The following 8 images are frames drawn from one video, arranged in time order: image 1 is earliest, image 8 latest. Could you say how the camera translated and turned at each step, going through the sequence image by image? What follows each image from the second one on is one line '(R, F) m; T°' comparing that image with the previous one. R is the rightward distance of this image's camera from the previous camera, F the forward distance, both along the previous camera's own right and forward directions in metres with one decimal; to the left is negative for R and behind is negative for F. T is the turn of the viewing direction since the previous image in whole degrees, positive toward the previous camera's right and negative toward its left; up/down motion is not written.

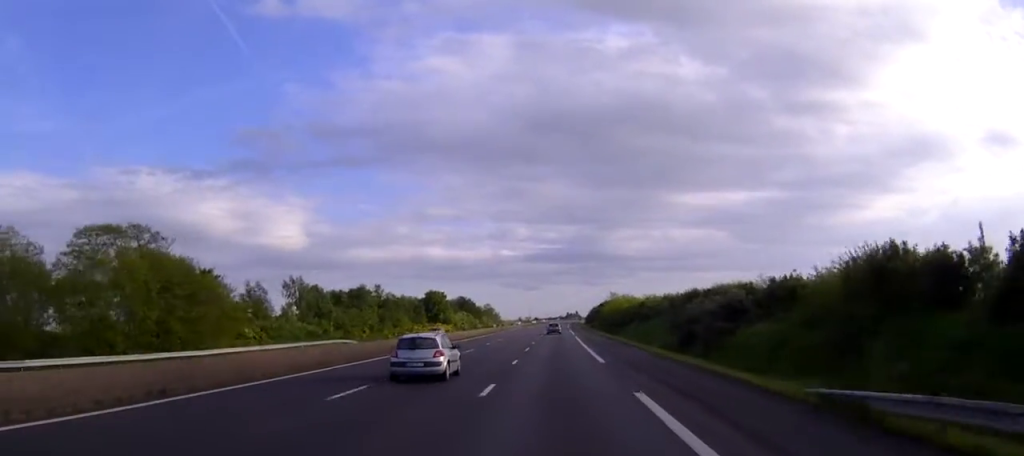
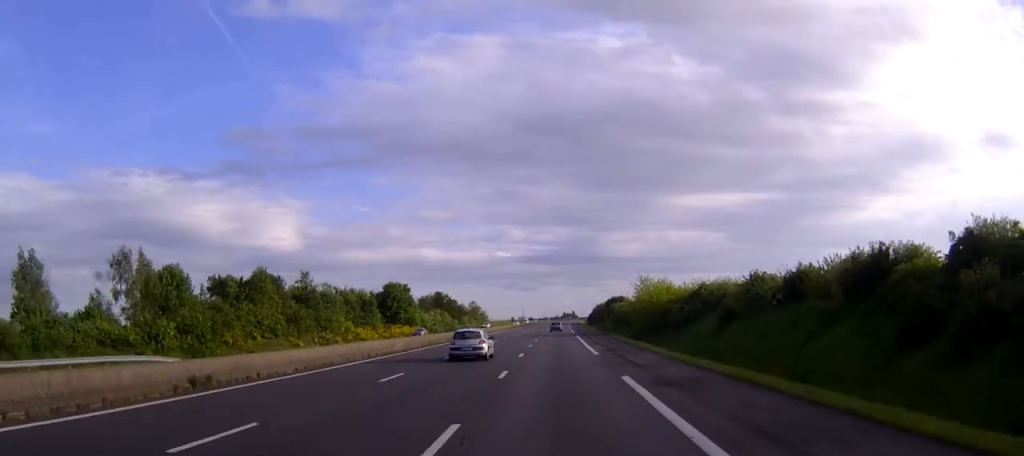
(+0.2, +47.2) m; 0°
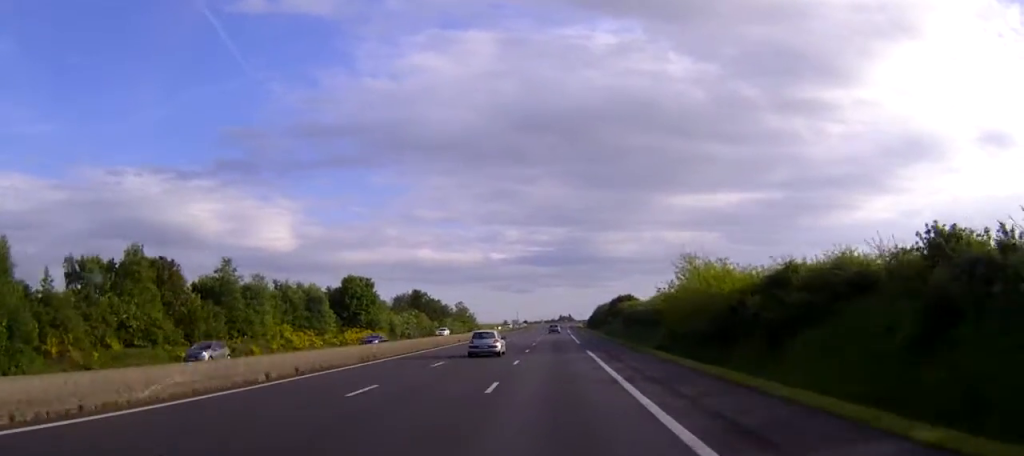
(+0.1, +29.4) m; 0°
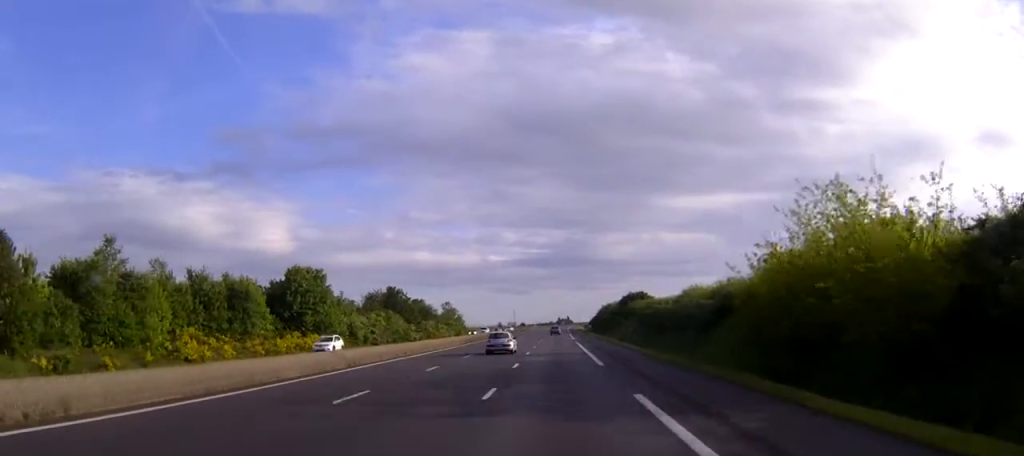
(+0.1, +27.4) m; 0°
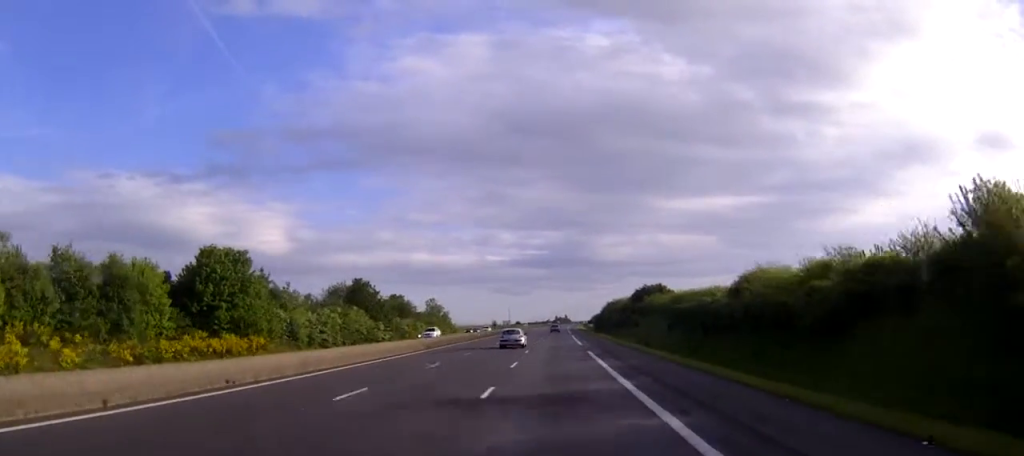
(0.0, +26.3) m; 0°
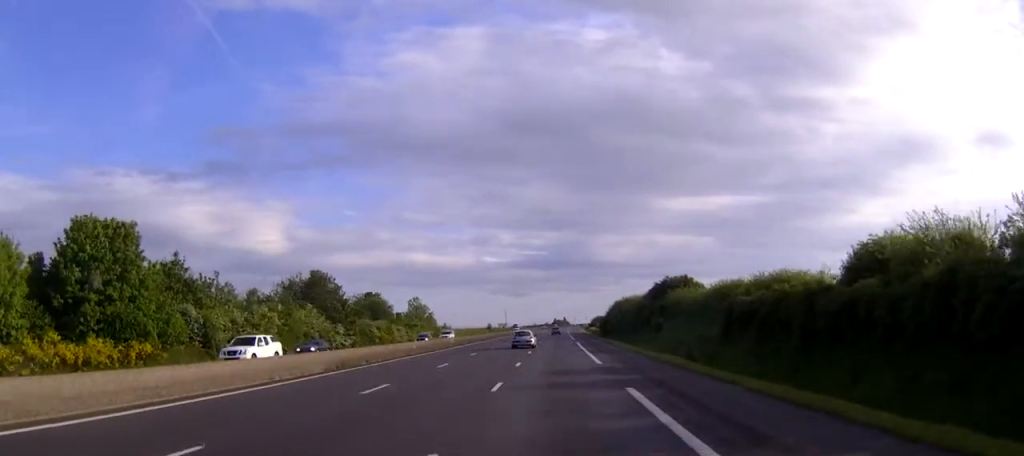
(+0.1, +23.6) m; 0°
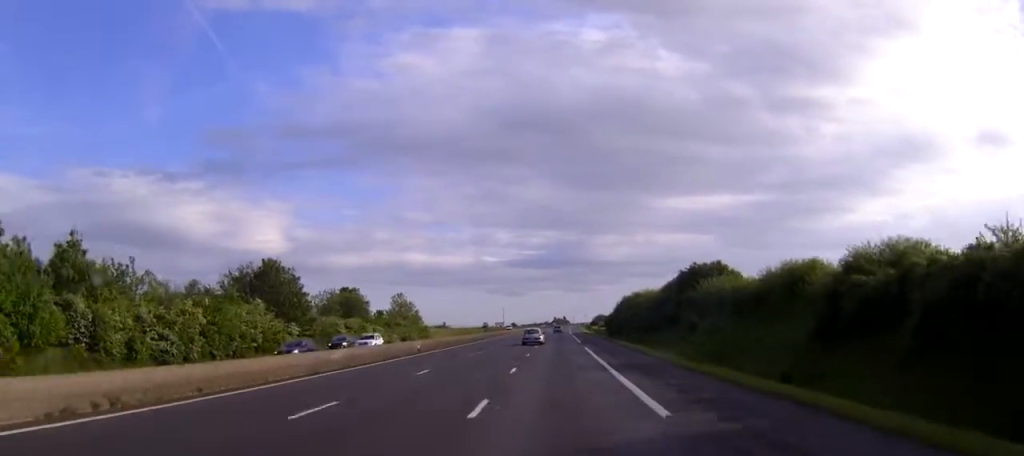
(0.0, +18.9) m; 0°
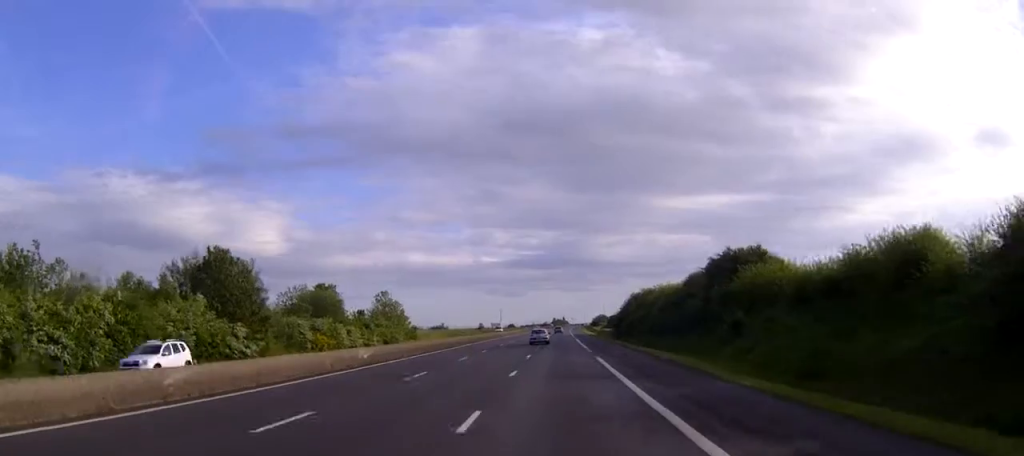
(-0.1, +15.1) m; 0°
